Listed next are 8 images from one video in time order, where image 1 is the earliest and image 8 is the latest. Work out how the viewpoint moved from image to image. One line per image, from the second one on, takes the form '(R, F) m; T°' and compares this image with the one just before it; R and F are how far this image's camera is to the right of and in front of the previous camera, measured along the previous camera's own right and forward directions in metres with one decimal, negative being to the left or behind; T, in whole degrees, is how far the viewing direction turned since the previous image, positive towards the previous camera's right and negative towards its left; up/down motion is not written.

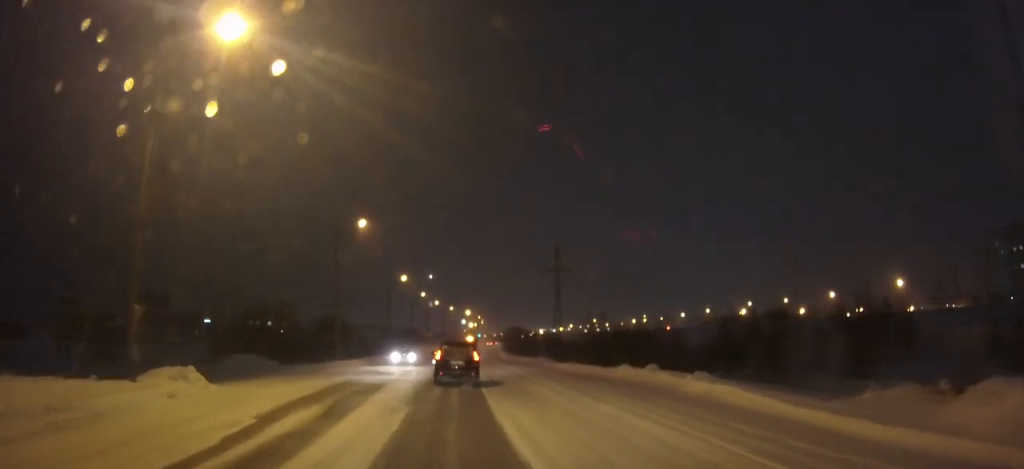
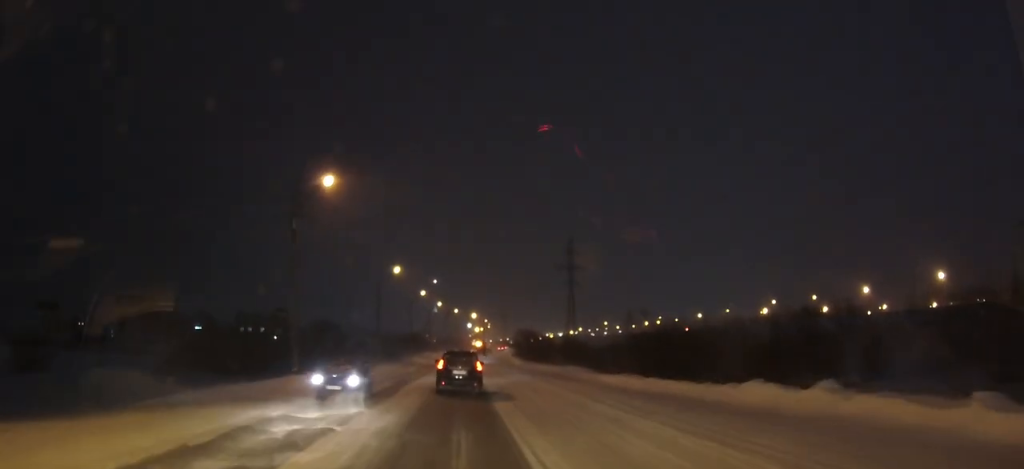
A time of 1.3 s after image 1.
(-0.1, +14.8) m; 0°
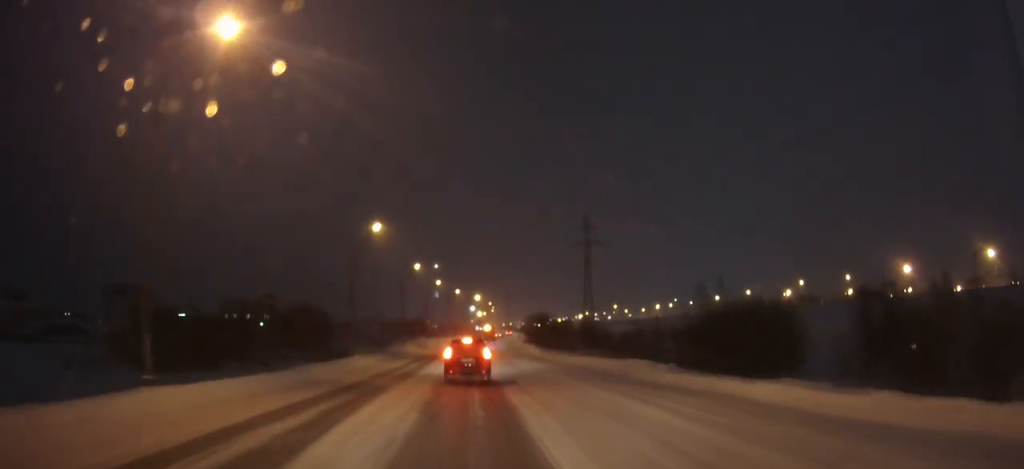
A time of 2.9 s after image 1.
(+0.1, +17.6) m; +1°
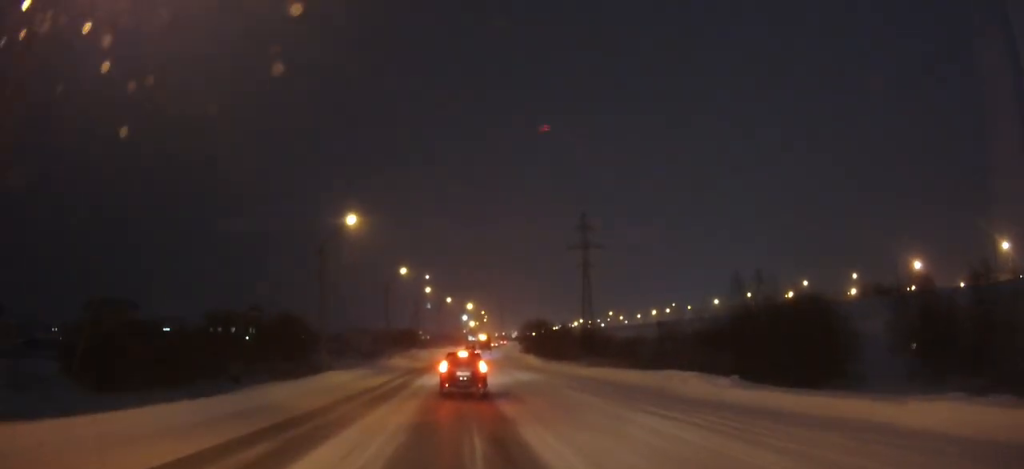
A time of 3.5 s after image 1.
(0.0, +7.4) m; 0°
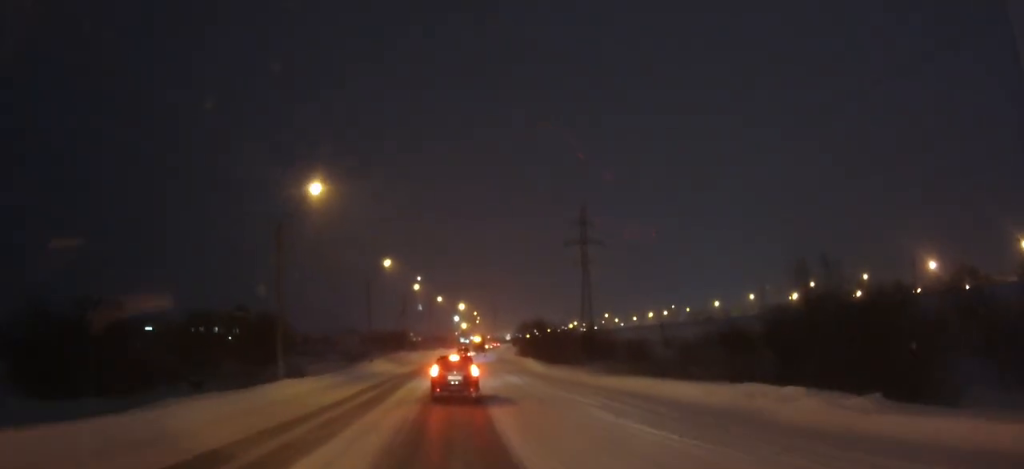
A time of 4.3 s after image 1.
(0.0, +8.4) m; 0°
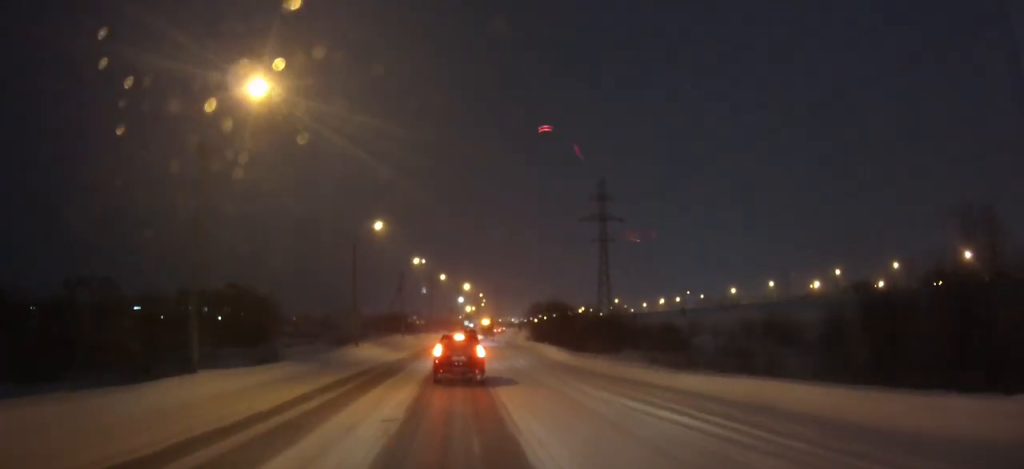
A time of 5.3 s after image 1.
(0.0, +11.0) m; 0°
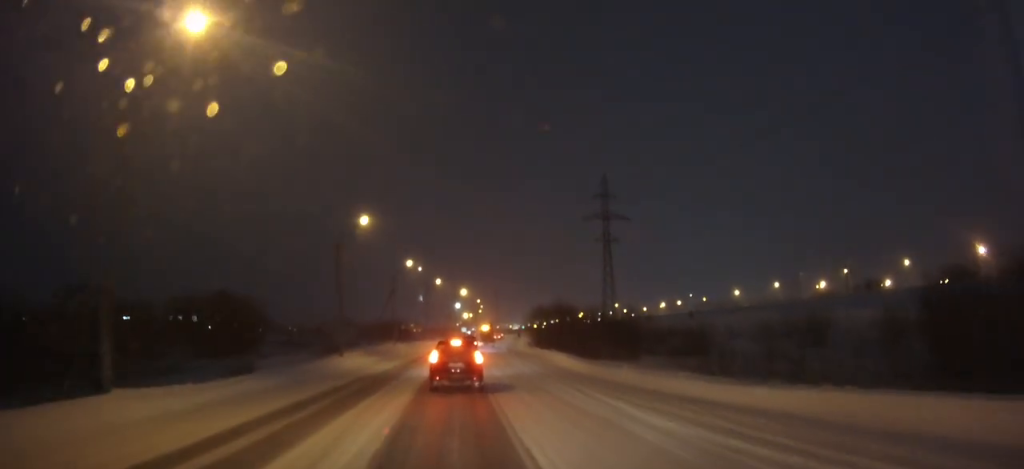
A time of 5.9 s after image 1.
(0.0, +5.4) m; 0°
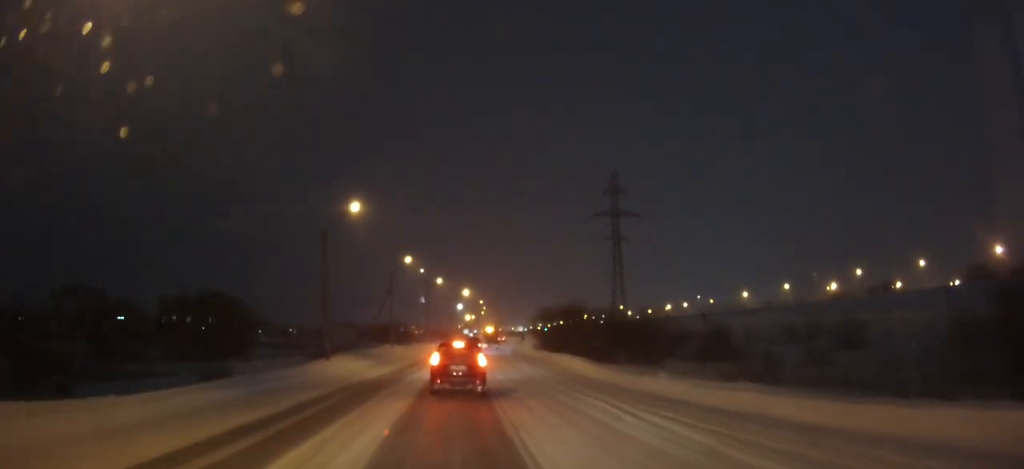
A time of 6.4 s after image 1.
(0.0, +5.0) m; 0°
